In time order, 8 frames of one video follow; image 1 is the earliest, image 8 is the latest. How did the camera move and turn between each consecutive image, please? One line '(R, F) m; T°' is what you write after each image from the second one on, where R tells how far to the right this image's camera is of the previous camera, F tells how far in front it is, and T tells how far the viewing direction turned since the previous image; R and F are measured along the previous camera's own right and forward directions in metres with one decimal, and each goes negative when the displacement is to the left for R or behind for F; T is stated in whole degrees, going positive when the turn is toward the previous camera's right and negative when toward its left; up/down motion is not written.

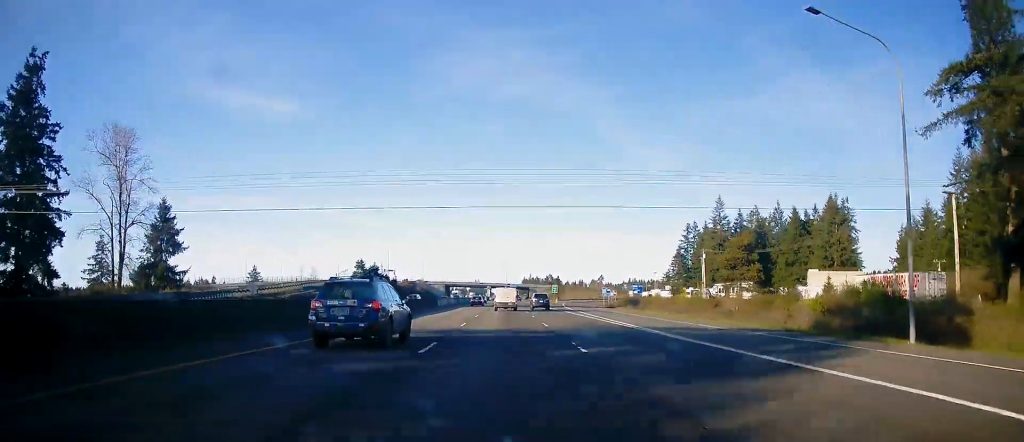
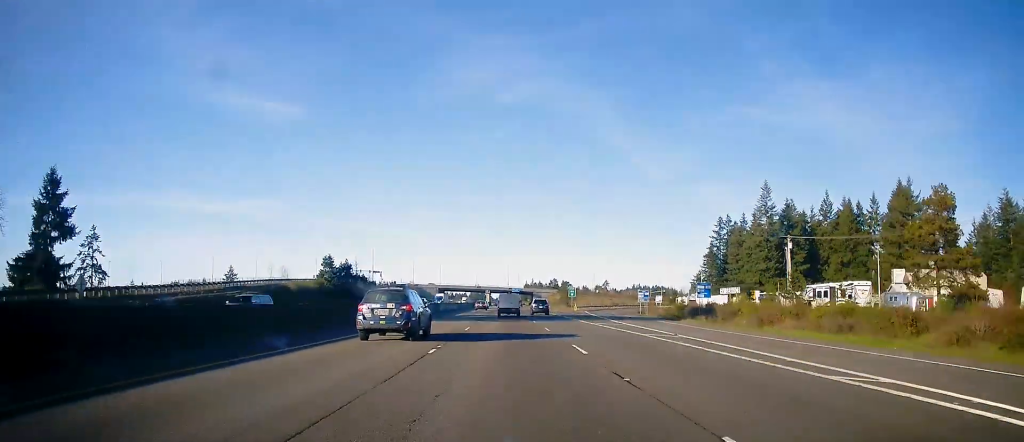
(0.0, +35.7) m; 0°
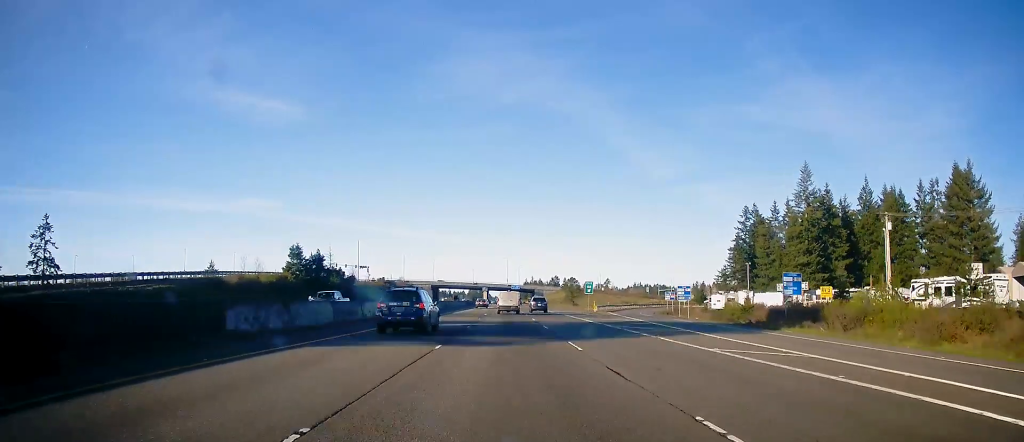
(0.0, +23.5) m; 0°
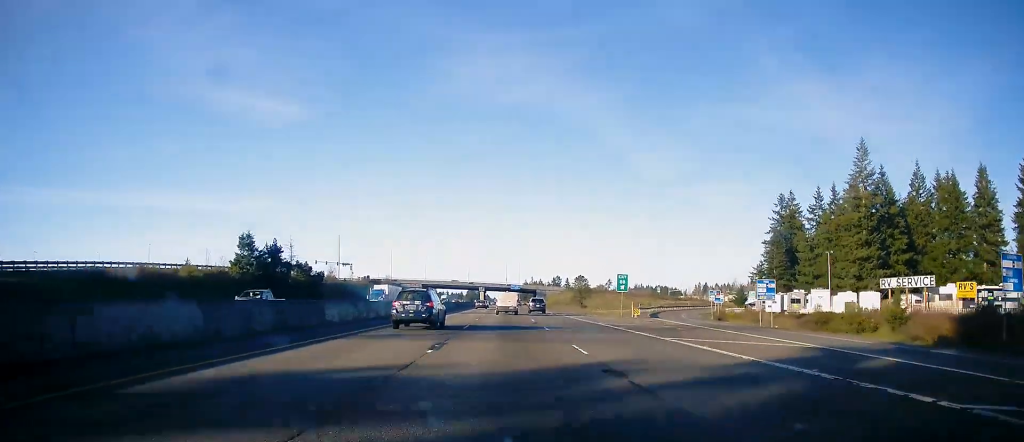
(+0.2, +26.6) m; +1°
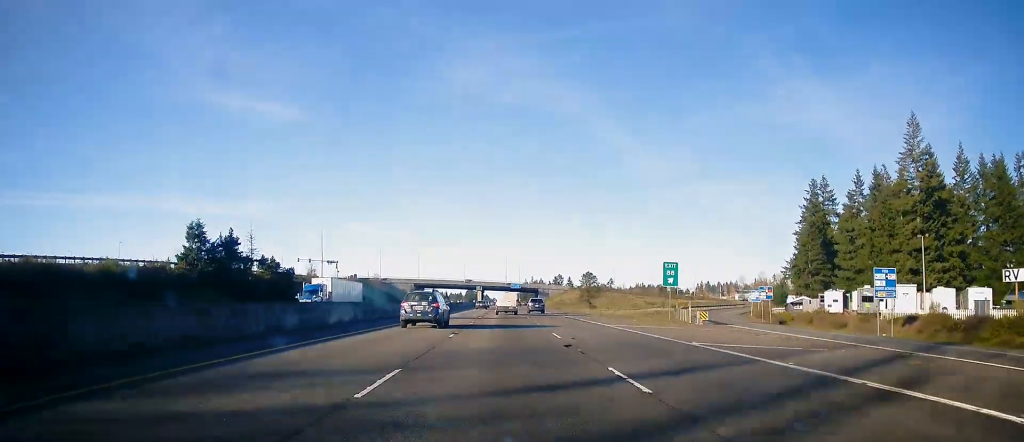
(+0.1, +18.5) m; 0°
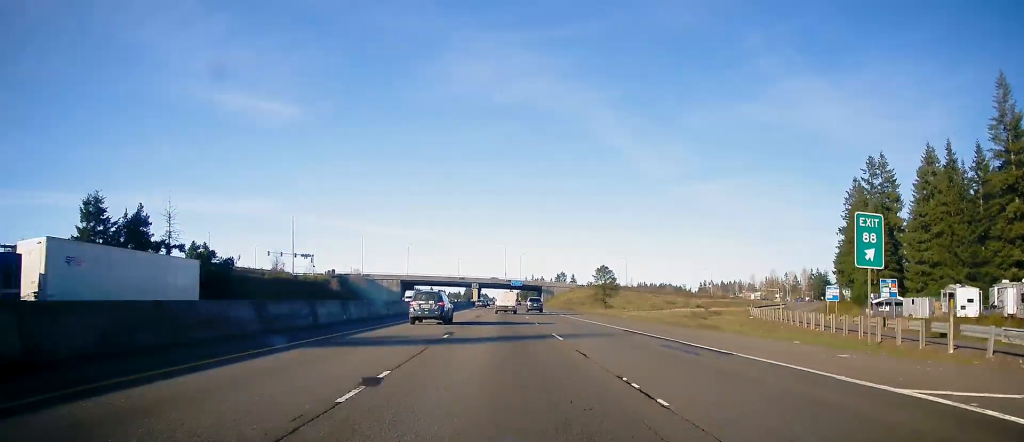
(0.0, +25.8) m; 0°
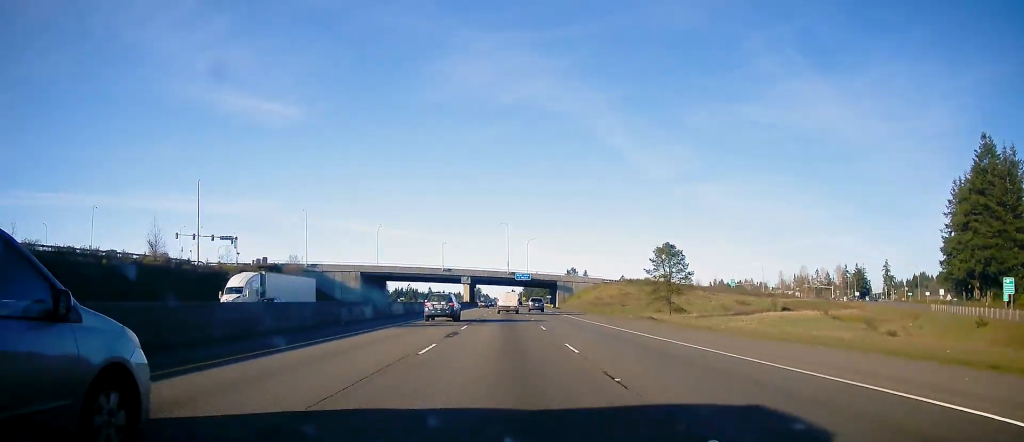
(-0.7, +53.8) m; -1°
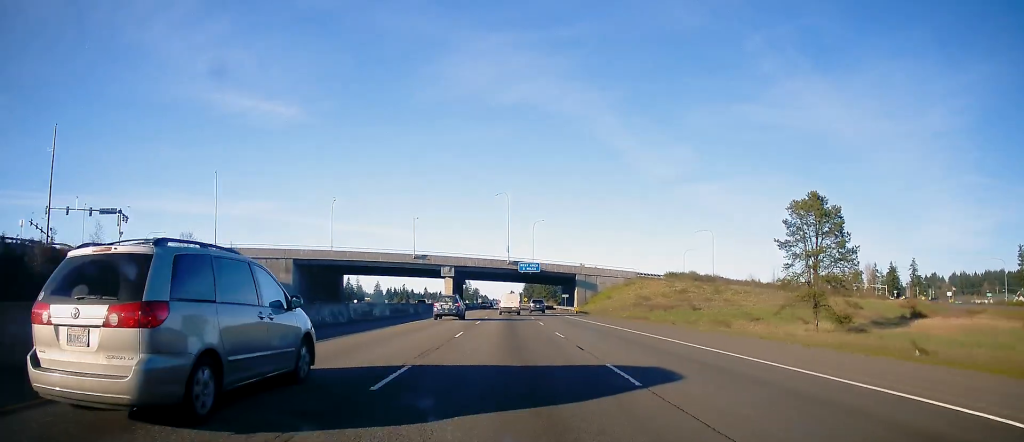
(+0.3, +42.3) m; +1°
